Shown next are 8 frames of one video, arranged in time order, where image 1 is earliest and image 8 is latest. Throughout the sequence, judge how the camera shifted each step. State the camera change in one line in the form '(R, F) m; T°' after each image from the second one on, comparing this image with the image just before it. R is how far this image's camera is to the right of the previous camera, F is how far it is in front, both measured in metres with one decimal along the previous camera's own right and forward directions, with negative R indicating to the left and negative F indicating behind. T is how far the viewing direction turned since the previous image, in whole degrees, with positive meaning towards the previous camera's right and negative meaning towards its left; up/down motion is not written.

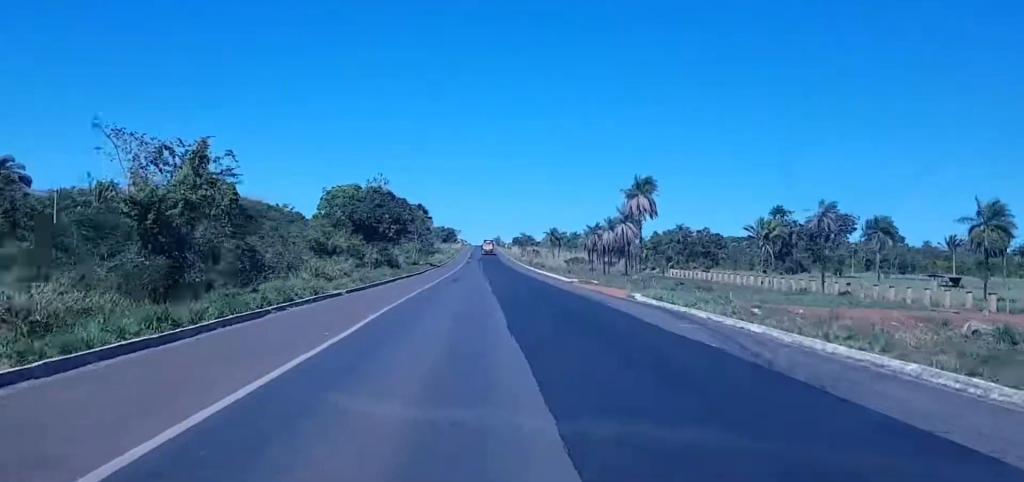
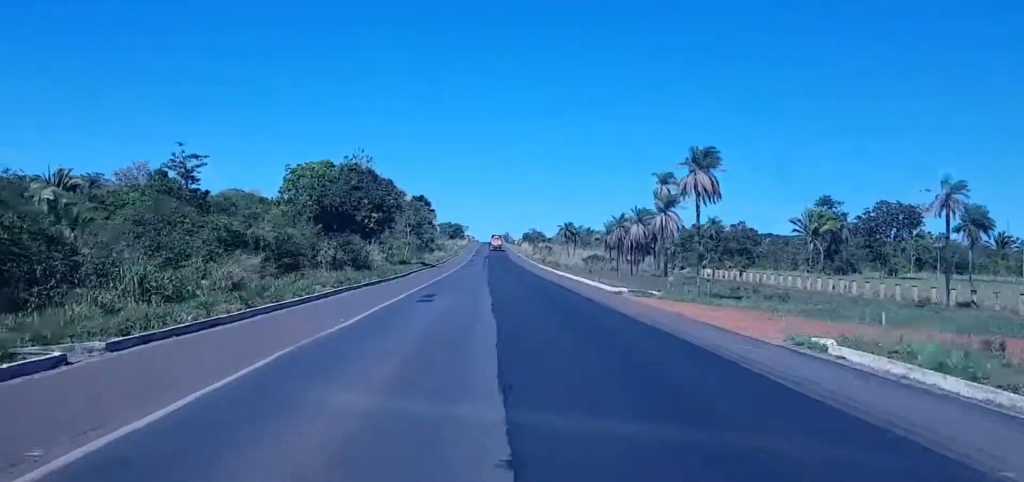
(-0.5, +27.7) m; -1°
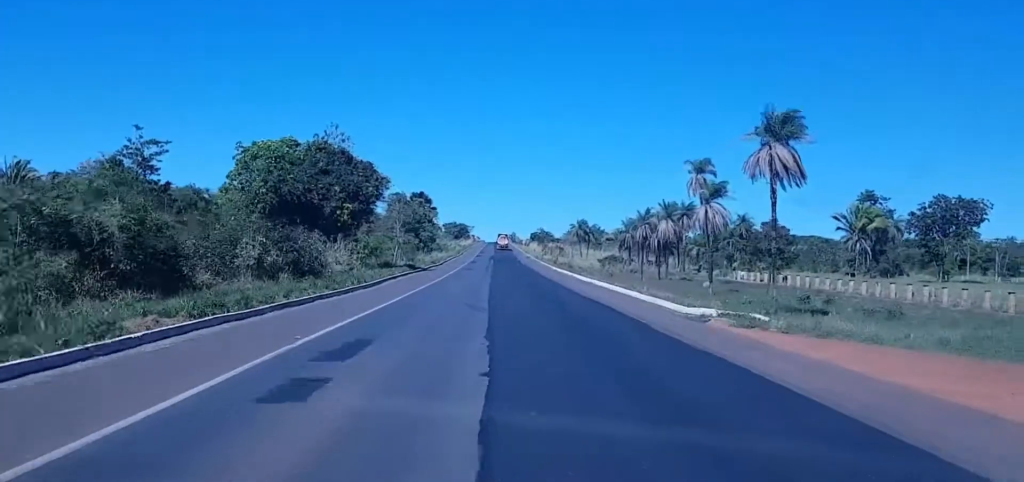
(-0.1, +21.4) m; +1°
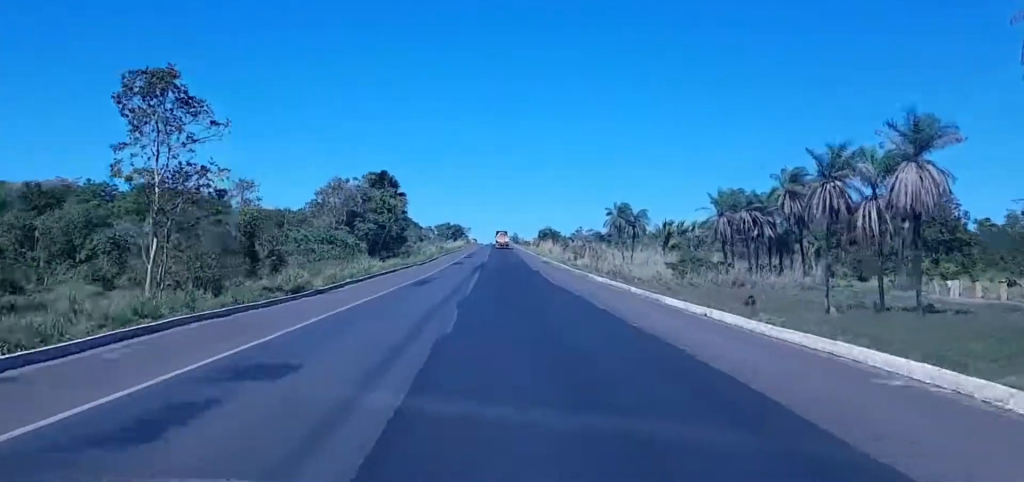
(-0.5, +81.0) m; -2°
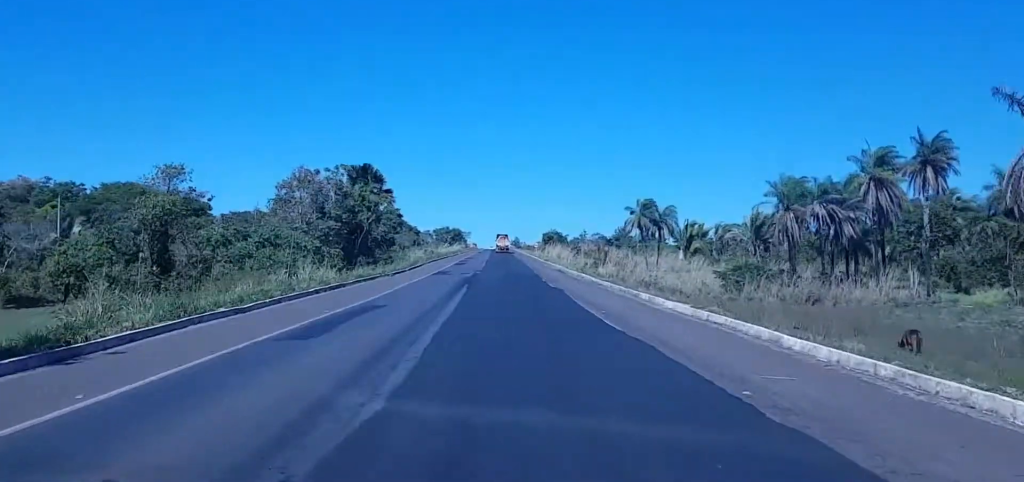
(-0.2, +23.6) m; 0°
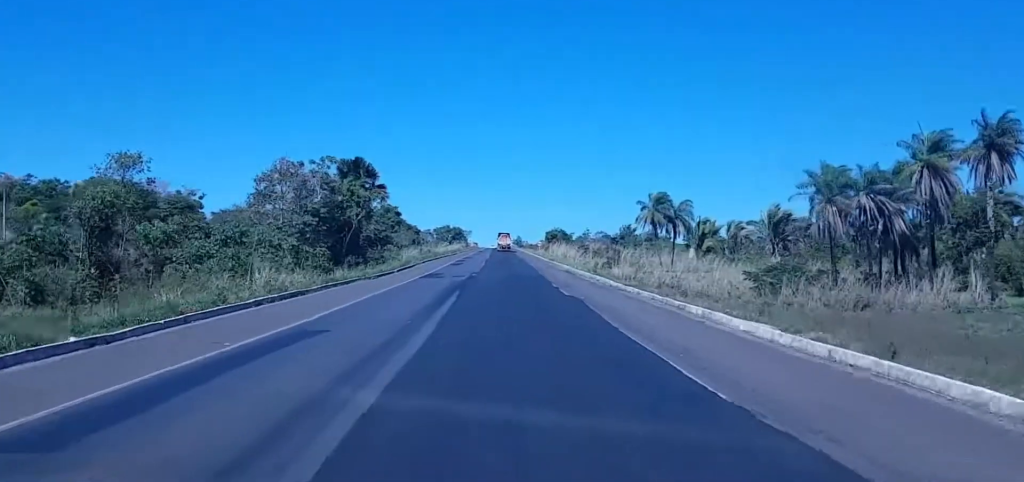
(0.0, +10.4) m; 0°
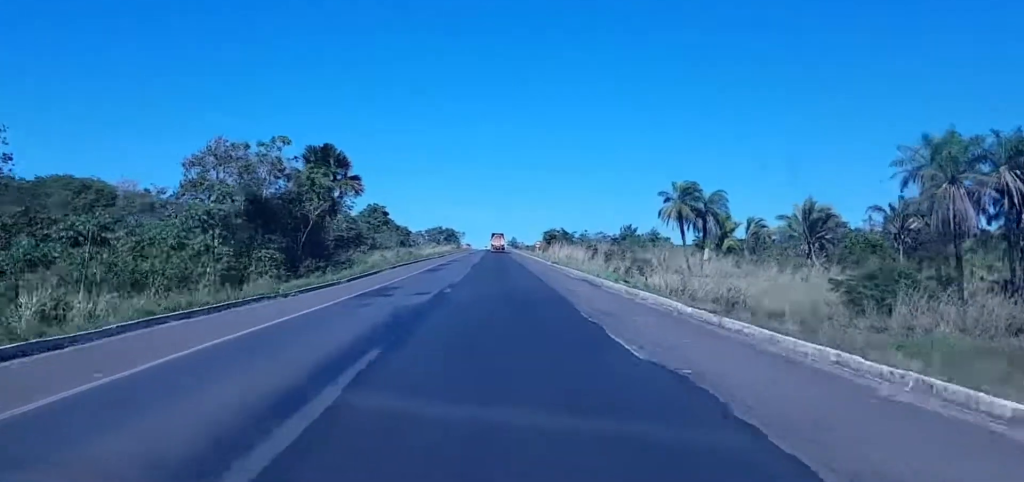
(+0.2, +21.5) m; 0°
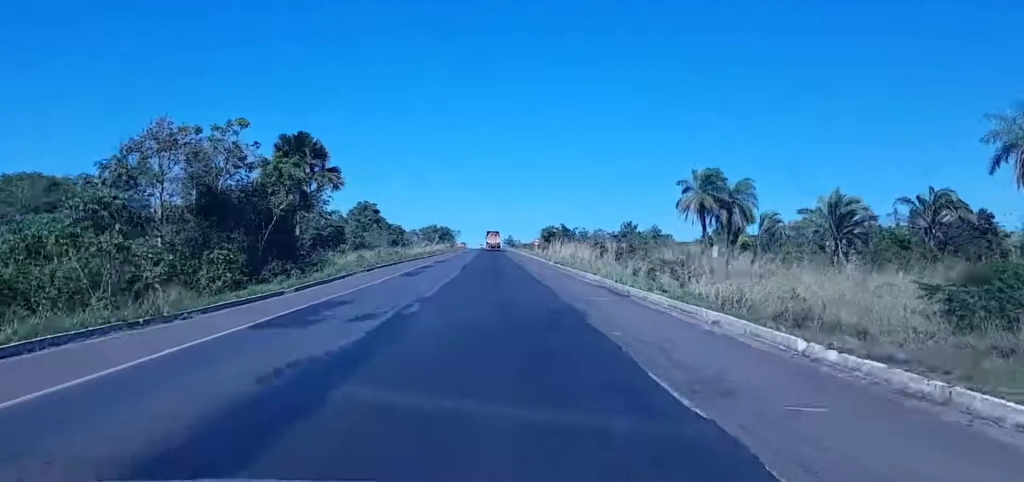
(-0.1, +12.8) m; -1°
